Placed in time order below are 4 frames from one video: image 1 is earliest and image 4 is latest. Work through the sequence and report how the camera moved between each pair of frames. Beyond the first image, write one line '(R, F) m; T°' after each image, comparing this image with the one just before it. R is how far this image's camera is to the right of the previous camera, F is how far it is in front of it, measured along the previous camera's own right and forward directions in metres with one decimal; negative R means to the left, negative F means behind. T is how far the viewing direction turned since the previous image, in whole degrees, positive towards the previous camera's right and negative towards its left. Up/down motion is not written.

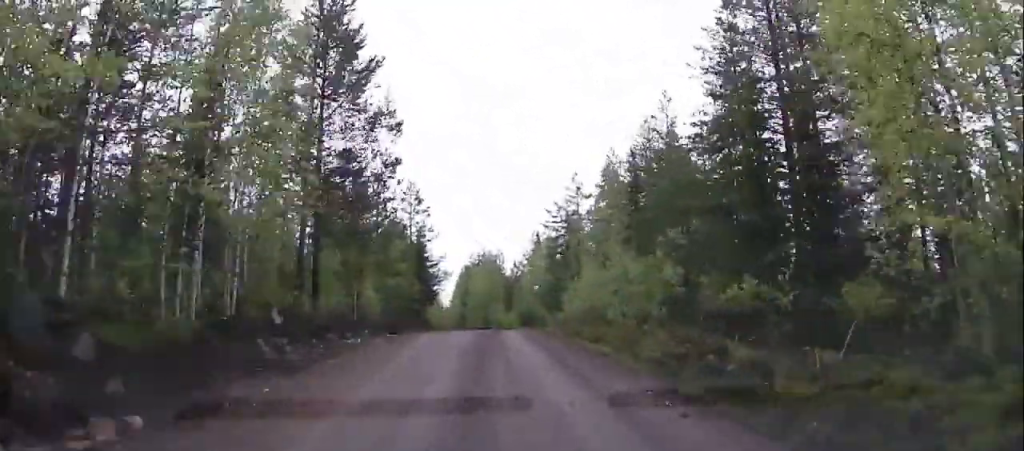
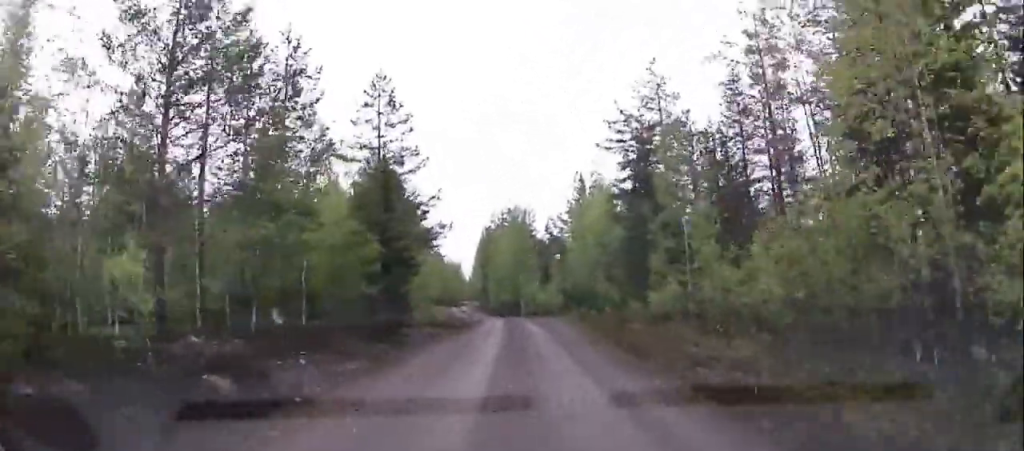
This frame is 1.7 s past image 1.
(-2.3, +27.6) m; -13°
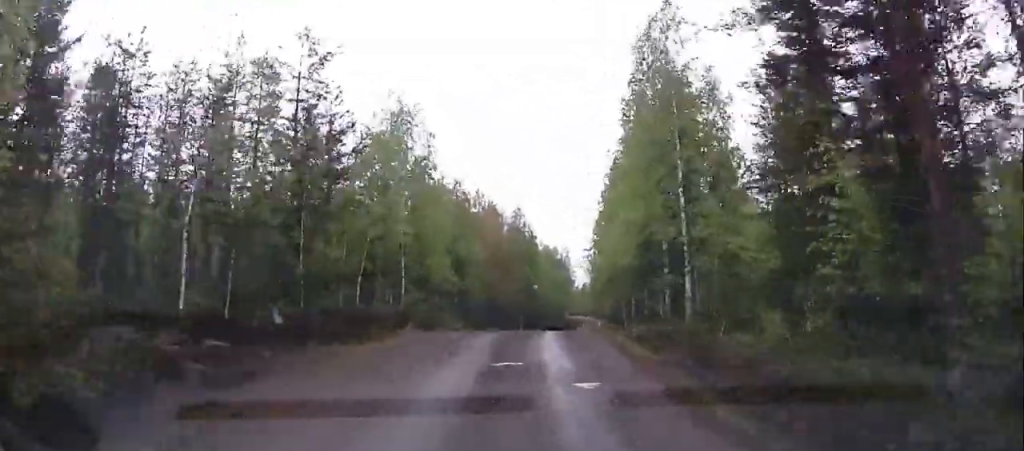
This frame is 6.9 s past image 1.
(+8.5, +78.8) m; -5°
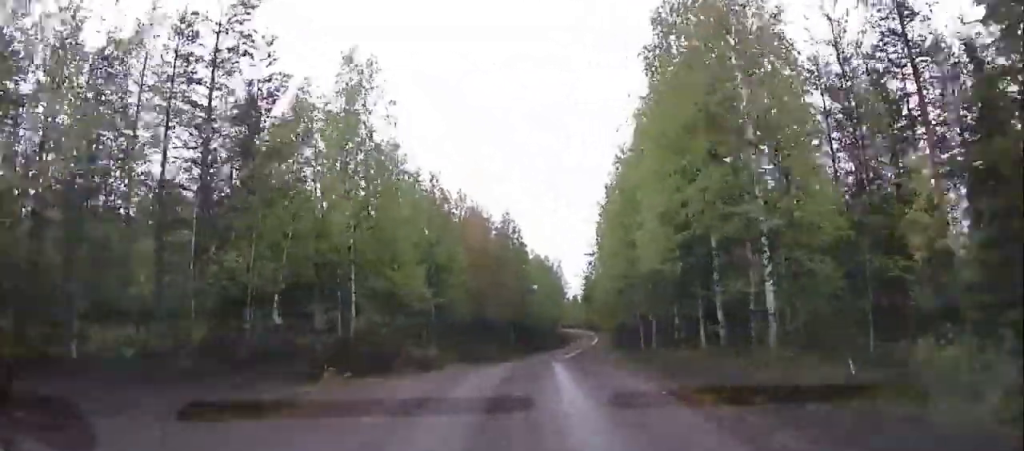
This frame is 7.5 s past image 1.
(-0.5, +8.1) m; +1°
